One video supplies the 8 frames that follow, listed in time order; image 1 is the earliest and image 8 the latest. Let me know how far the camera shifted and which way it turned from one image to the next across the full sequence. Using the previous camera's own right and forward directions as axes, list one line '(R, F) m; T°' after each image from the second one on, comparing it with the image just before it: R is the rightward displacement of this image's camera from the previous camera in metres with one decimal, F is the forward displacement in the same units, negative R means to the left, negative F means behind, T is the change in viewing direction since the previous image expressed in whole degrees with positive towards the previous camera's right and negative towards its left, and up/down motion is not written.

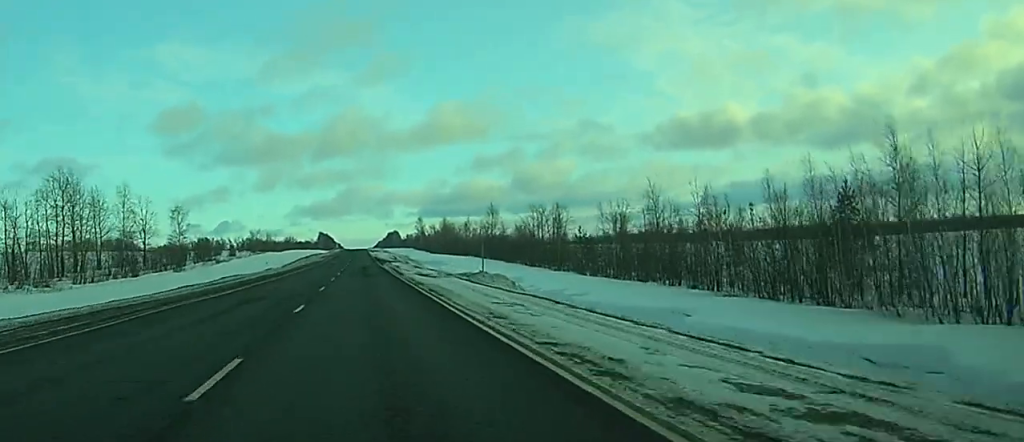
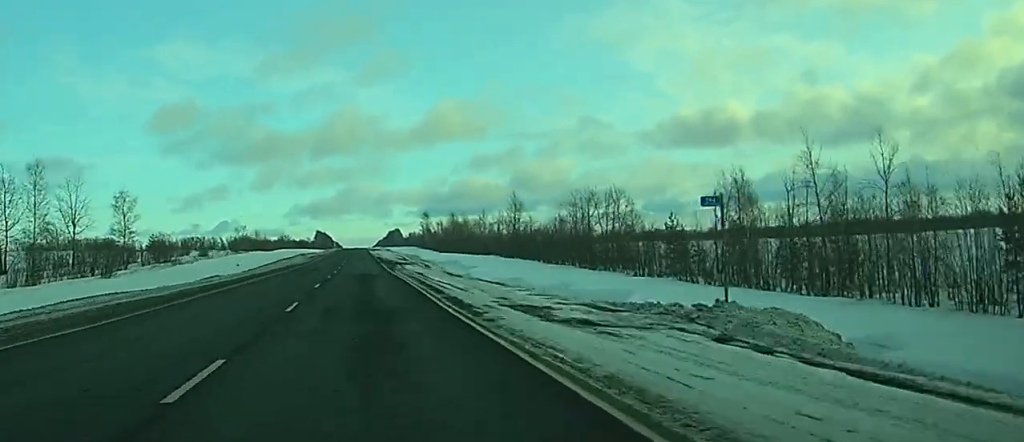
(0.0, +36.3) m; 0°
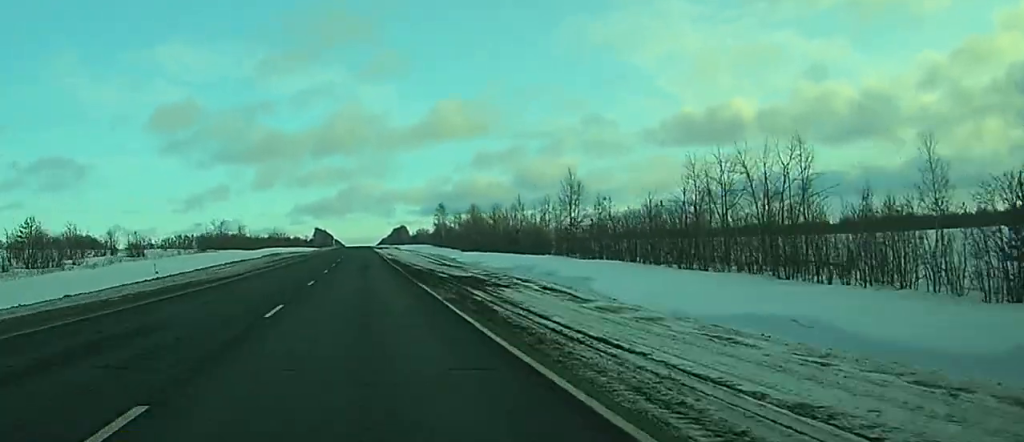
(+0.1, +51.7) m; 0°
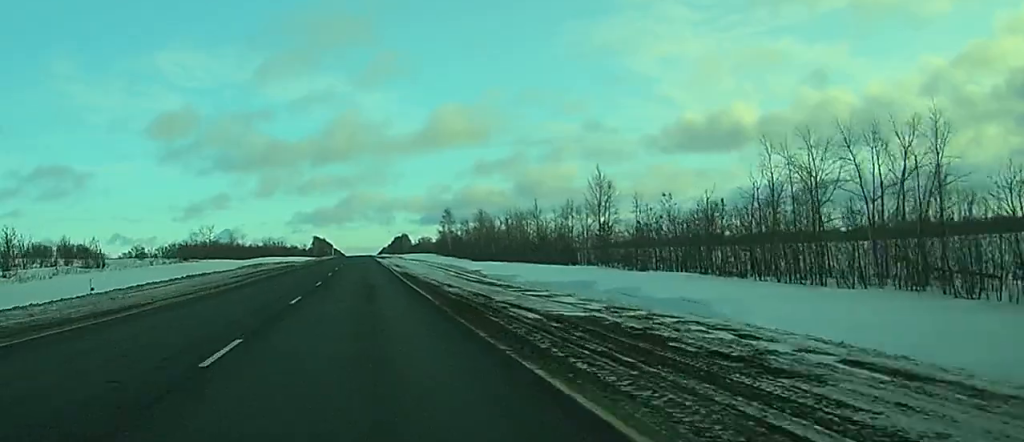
(0.0, +18.4) m; 0°
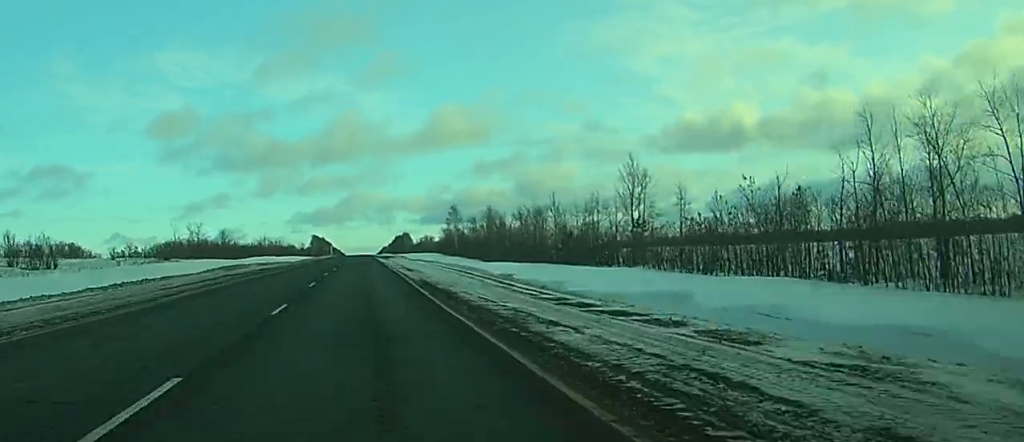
(0.0, +16.3) m; 0°
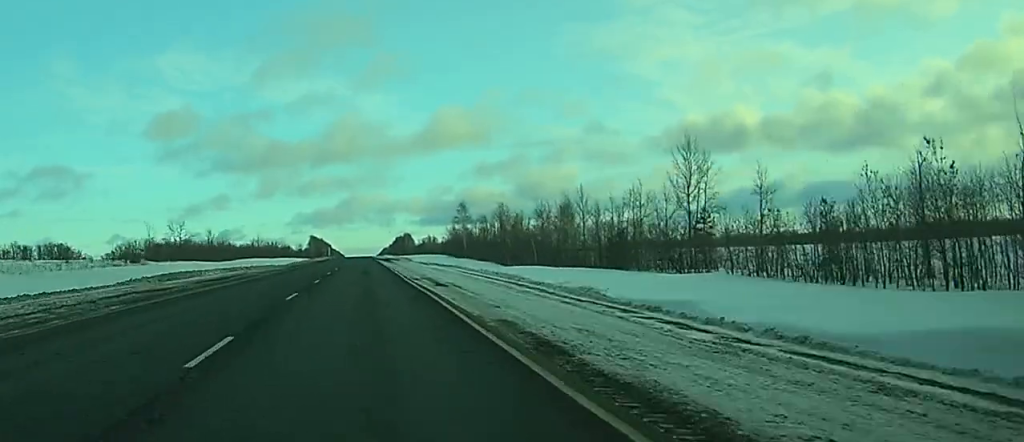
(0.0, +20.7) m; 0°
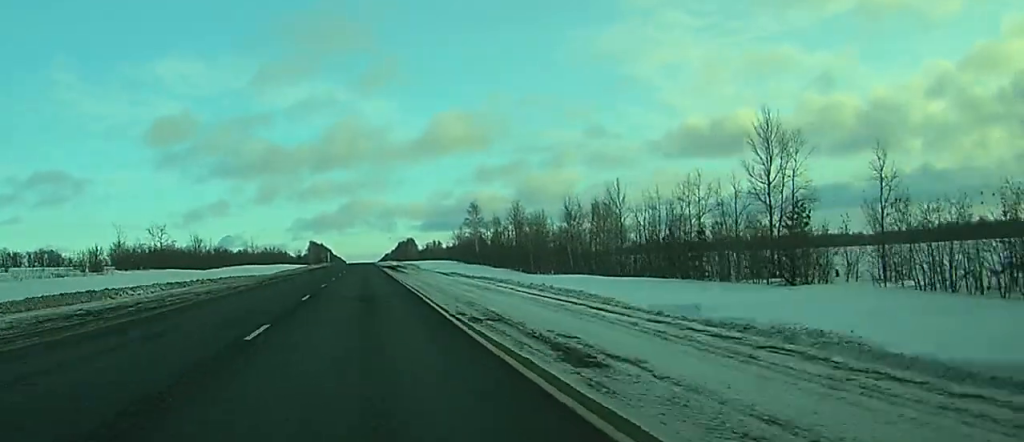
(0.0, +19.6) m; 0°
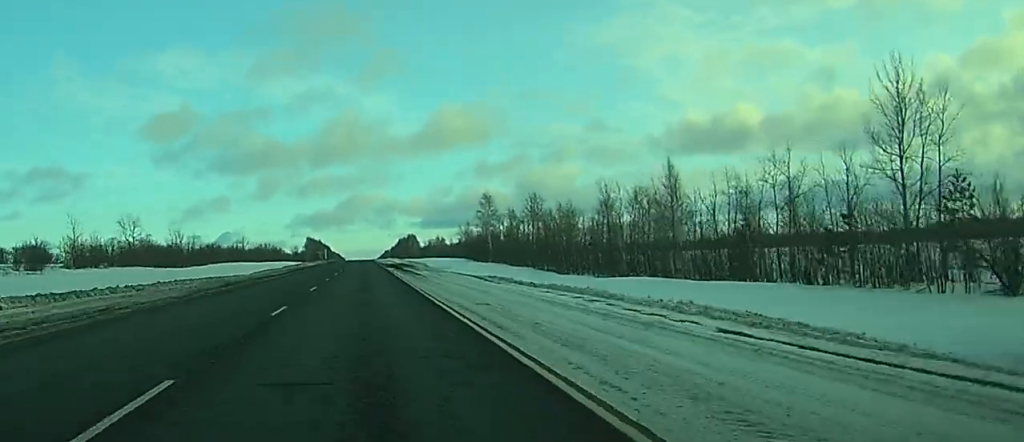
(0.0, +20.7) m; 0°
